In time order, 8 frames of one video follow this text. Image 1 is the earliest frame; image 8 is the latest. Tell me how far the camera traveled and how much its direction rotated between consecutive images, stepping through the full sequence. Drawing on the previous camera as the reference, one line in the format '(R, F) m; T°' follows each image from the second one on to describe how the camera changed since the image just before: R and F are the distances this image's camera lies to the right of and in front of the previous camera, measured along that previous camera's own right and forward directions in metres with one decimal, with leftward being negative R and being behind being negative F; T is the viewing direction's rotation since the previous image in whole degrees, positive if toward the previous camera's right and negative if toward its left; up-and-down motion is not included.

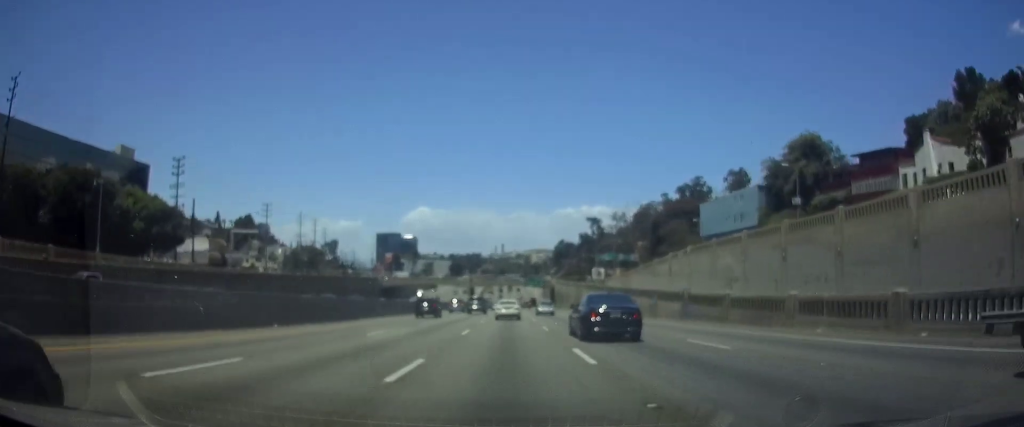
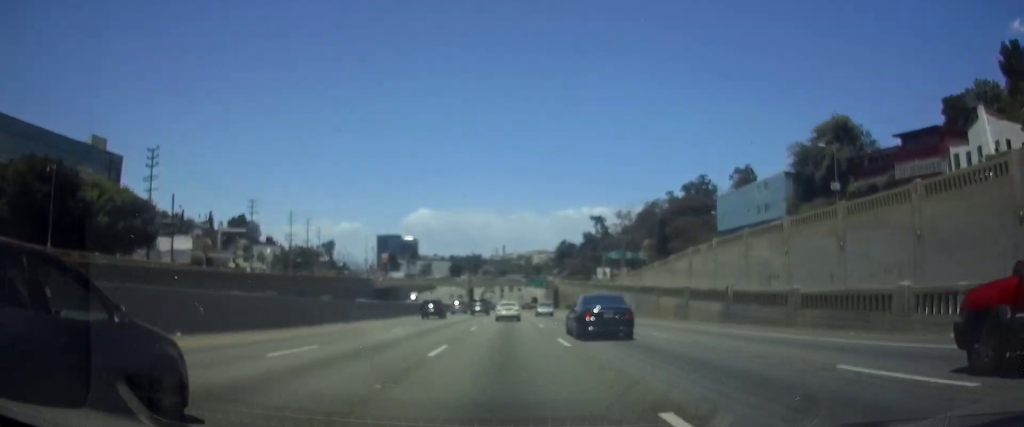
(0.0, +9.6) m; 0°
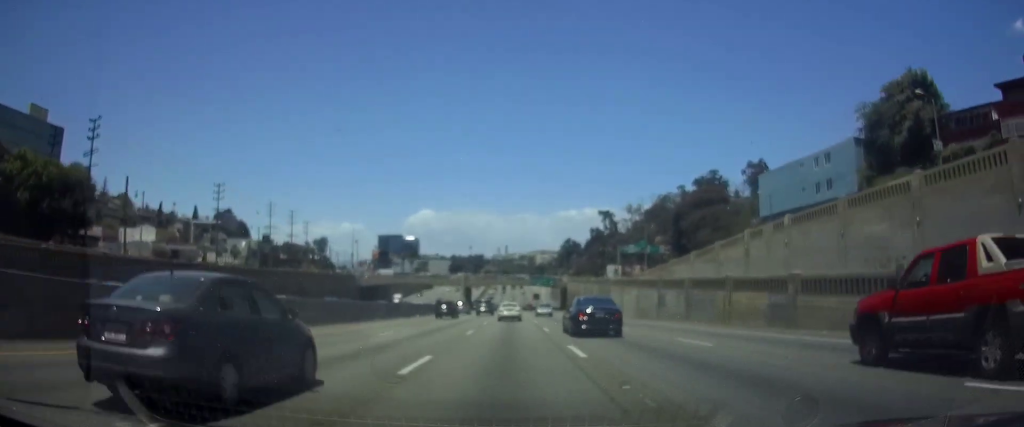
(-0.1, +18.3) m; 0°
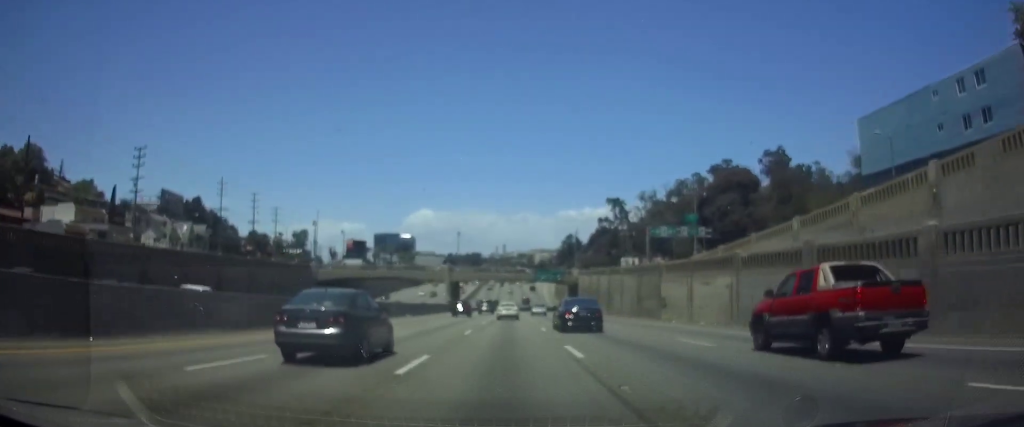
(+0.2, +29.6) m; 0°
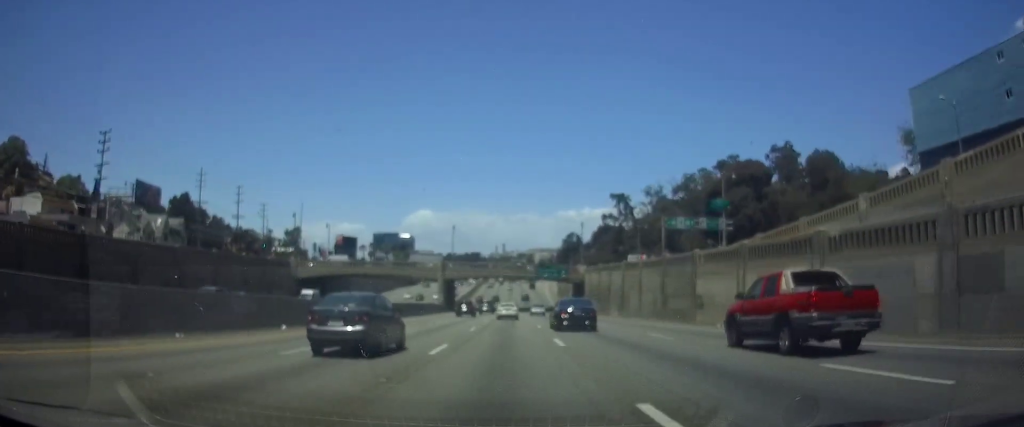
(-0.1, +10.4) m; 0°
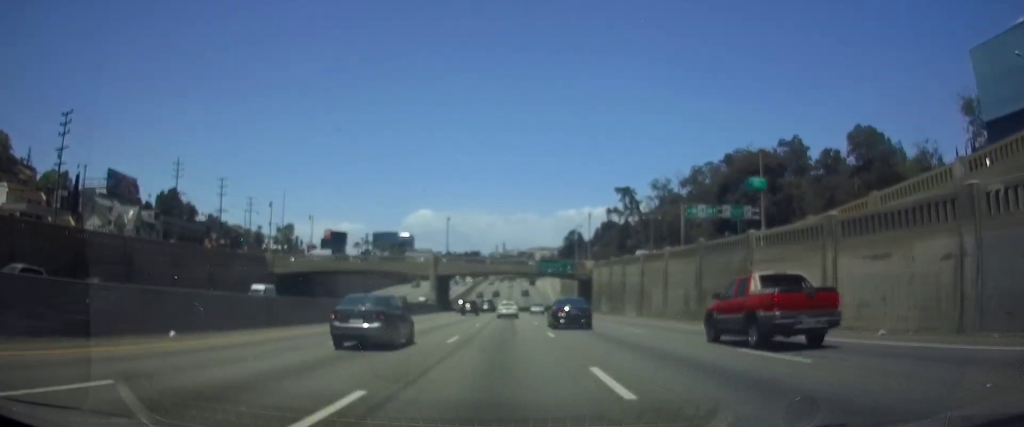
(-0.1, +10.4) m; 0°
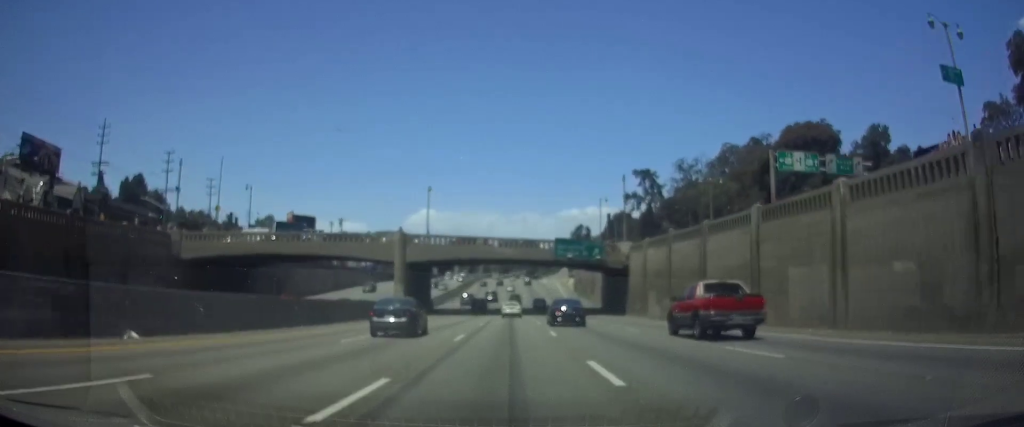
(0.0, +28.3) m; 0°
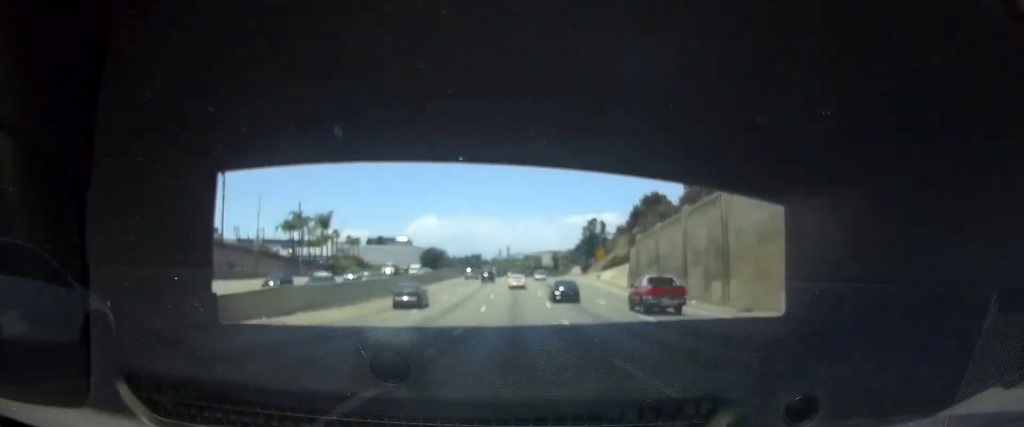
(-0.3, +60.5) m; -1°
